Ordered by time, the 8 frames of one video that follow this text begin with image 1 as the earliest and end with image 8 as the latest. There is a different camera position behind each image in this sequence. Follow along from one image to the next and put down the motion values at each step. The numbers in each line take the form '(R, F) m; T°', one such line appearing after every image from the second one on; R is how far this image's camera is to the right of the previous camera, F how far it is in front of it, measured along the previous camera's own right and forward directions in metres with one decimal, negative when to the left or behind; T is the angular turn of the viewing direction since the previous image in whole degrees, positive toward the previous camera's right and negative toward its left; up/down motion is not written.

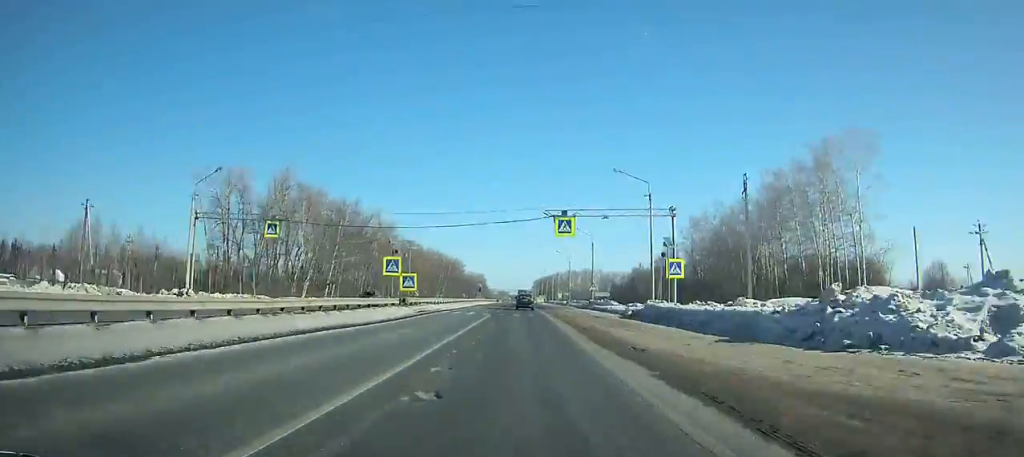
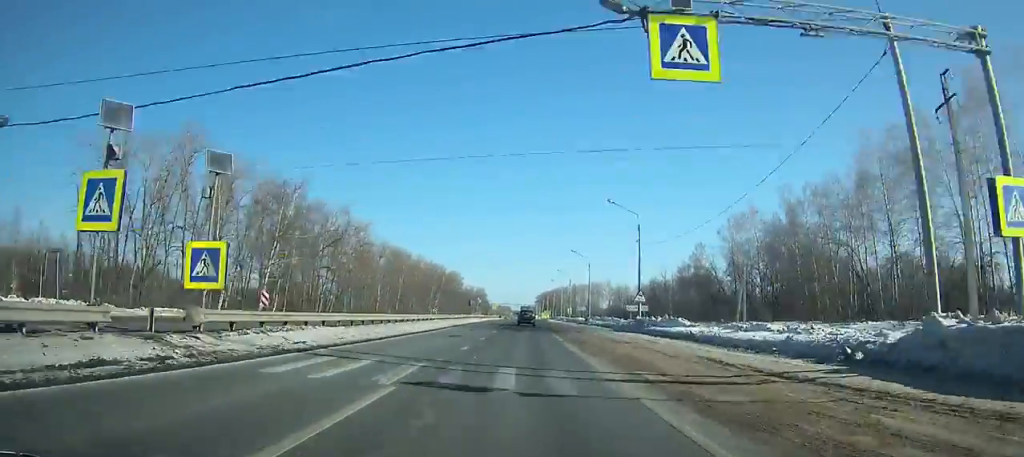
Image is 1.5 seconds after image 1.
(-0.2, +29.6) m; 0°
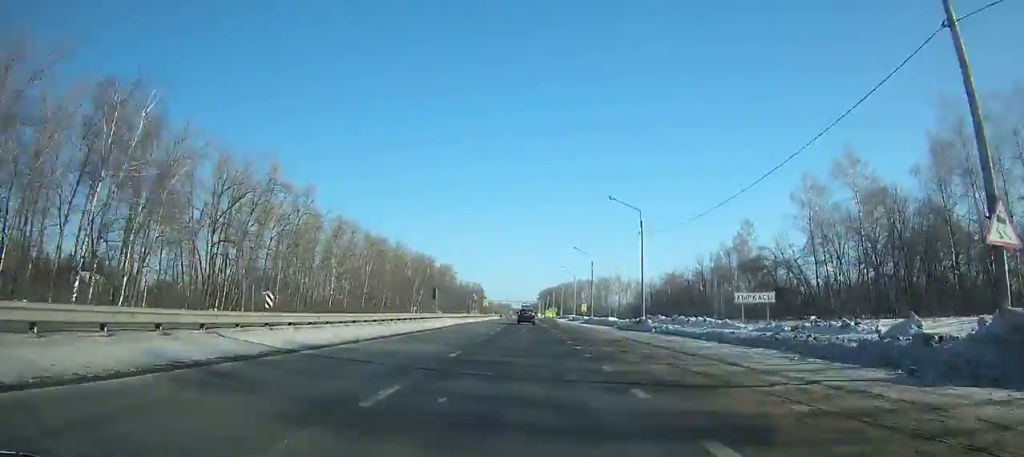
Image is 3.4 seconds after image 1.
(+0.3, +35.8) m; +1°
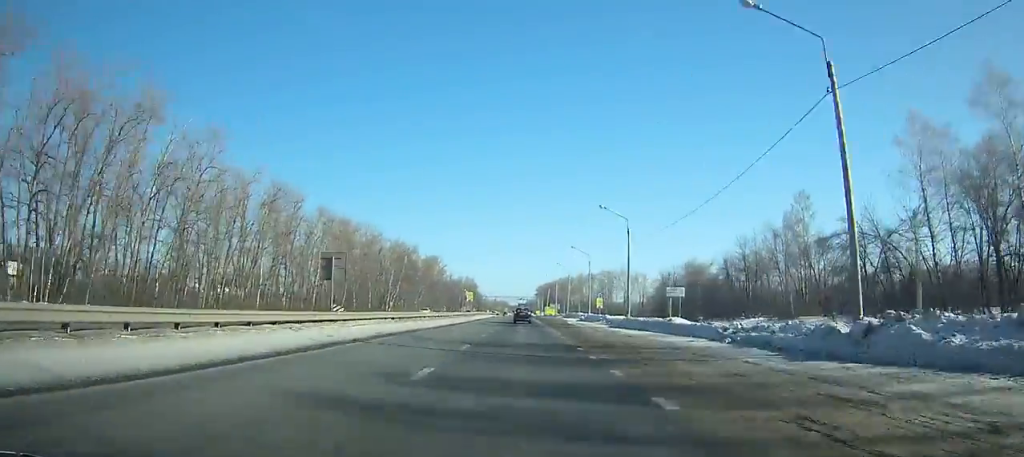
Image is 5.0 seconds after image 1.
(+0.1, +29.5) m; 0°
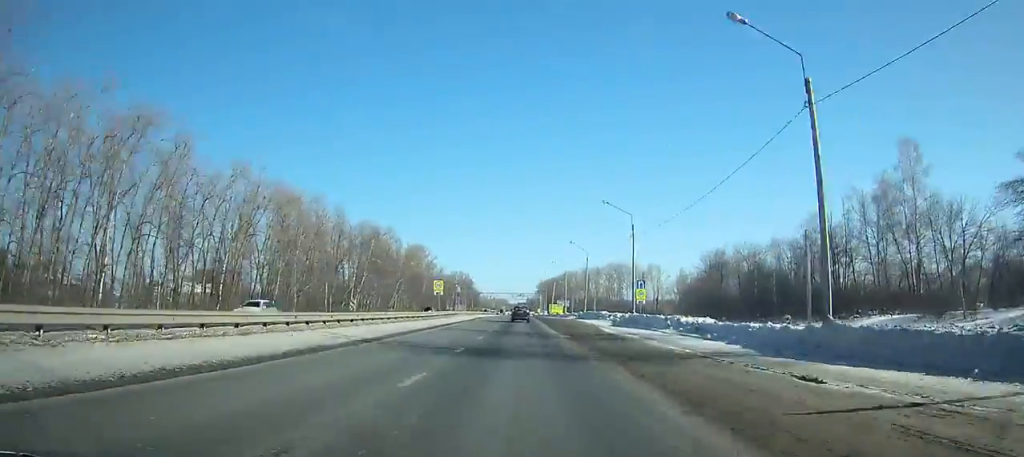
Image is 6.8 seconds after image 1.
(+0.2, +32.3) m; 0°
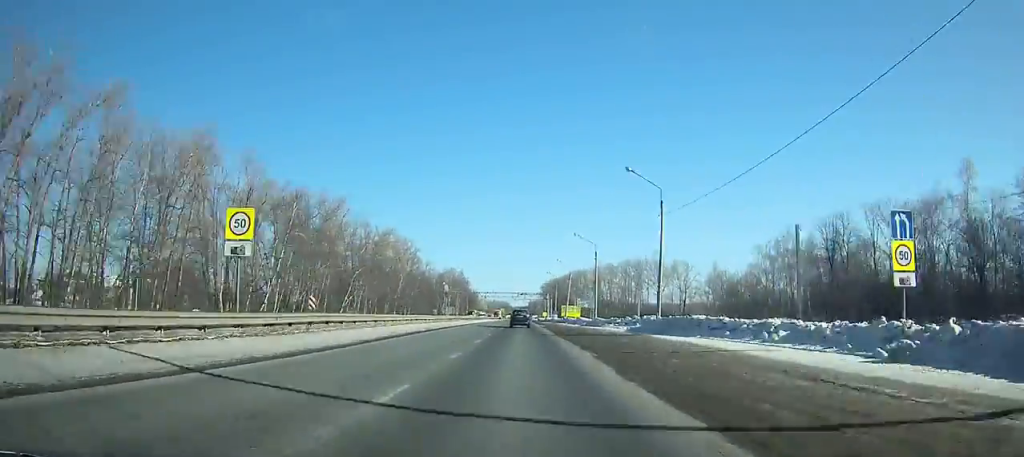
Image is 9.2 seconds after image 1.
(-0.2, +41.6) m; 0°
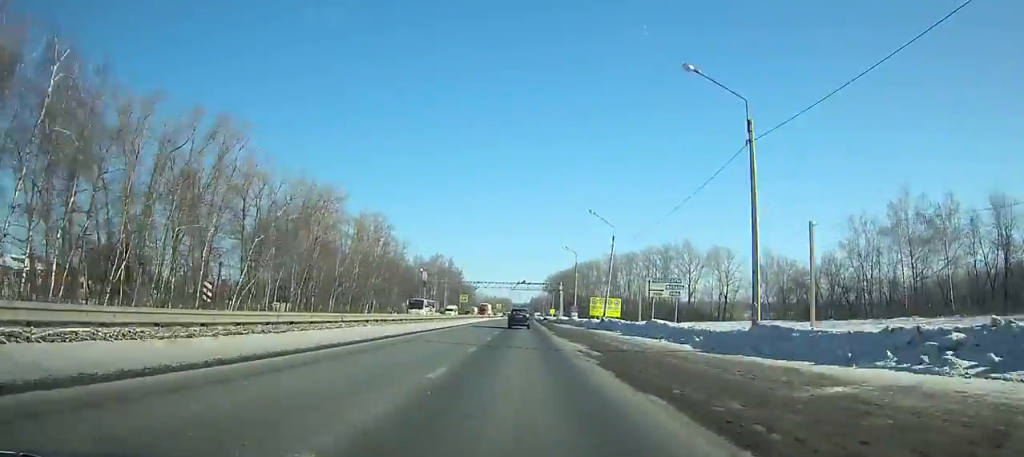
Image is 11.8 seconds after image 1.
(-0.2, +43.8) m; 0°
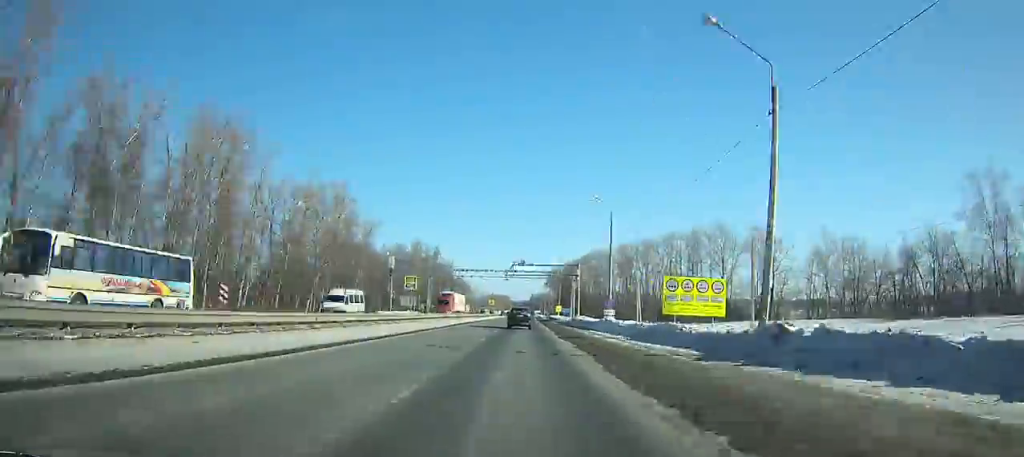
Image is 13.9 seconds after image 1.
(0.0, +34.6) m; 0°
